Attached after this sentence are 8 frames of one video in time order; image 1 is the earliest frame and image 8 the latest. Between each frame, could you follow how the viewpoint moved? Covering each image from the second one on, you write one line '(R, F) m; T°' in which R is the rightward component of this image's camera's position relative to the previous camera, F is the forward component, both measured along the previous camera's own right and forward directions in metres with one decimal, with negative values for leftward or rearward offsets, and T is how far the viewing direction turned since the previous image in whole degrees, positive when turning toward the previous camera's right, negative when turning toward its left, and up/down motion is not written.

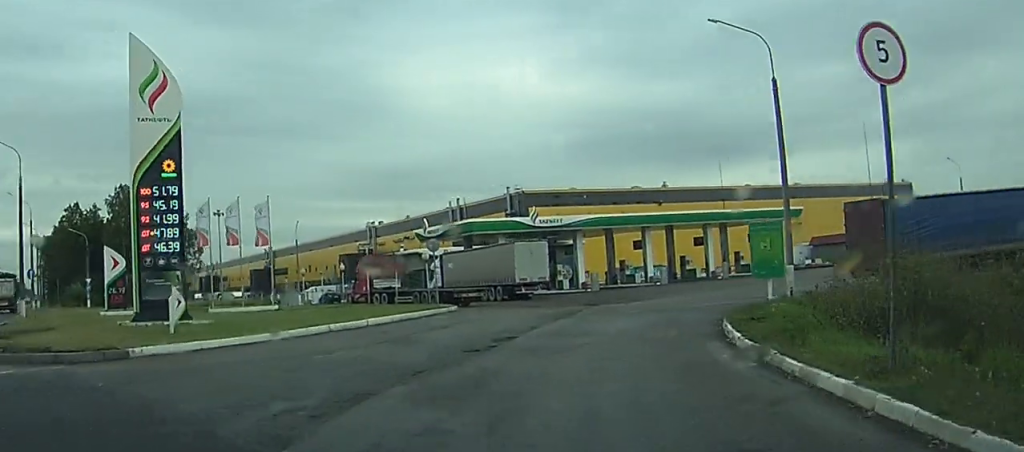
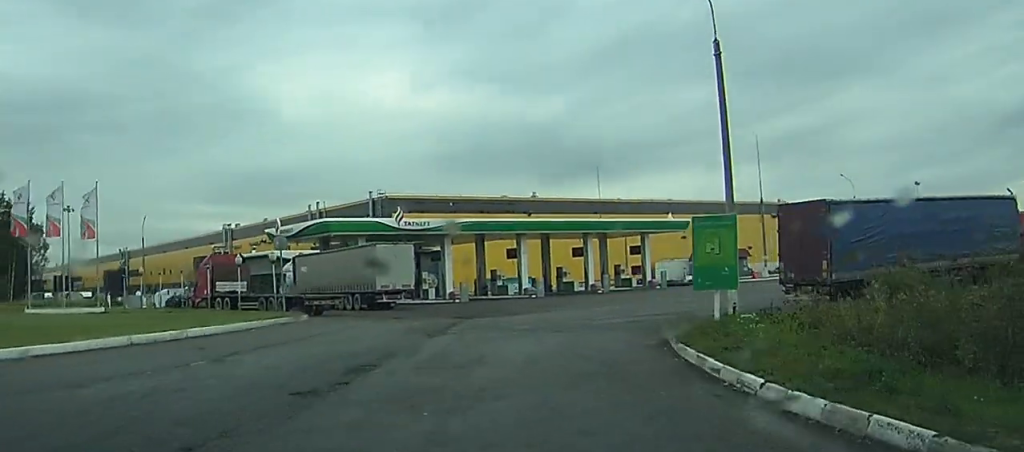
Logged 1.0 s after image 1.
(+0.7, +8.3) m; +10°
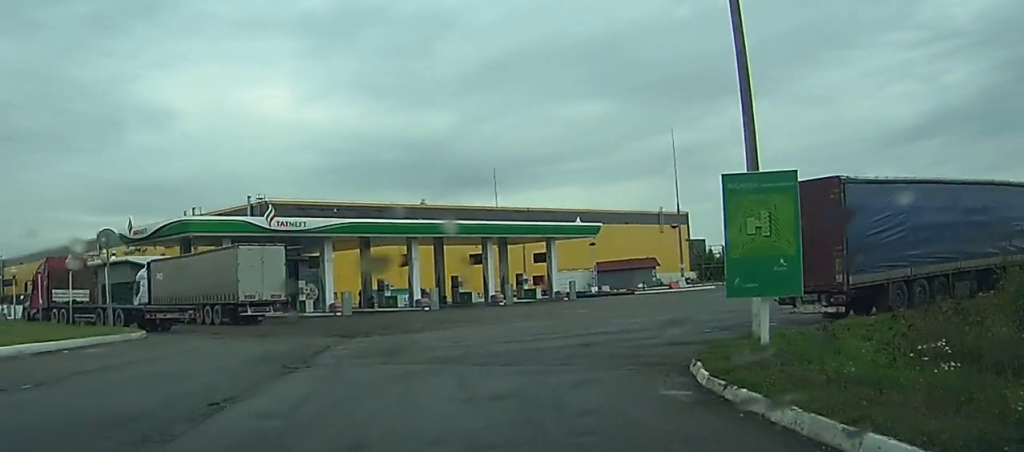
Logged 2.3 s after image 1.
(+0.9, +9.5) m; +10°
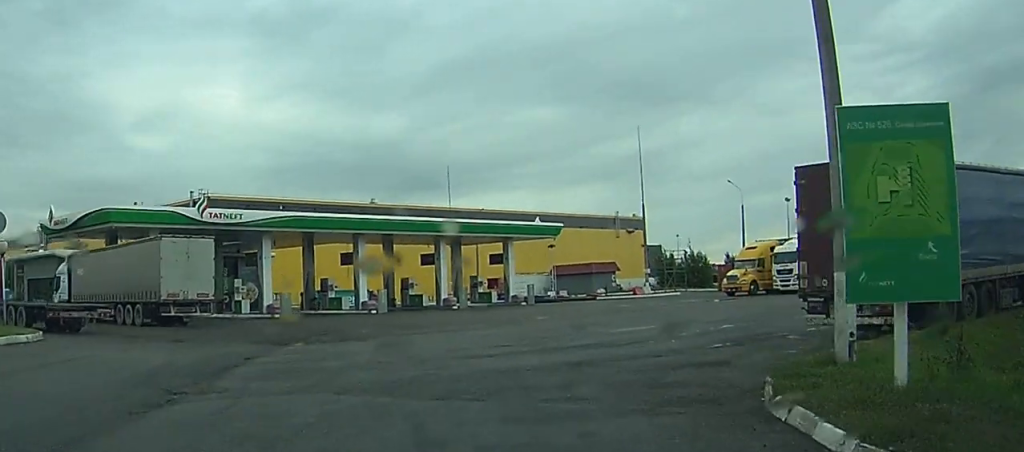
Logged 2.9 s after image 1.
(+0.2, +5.1) m; +4°
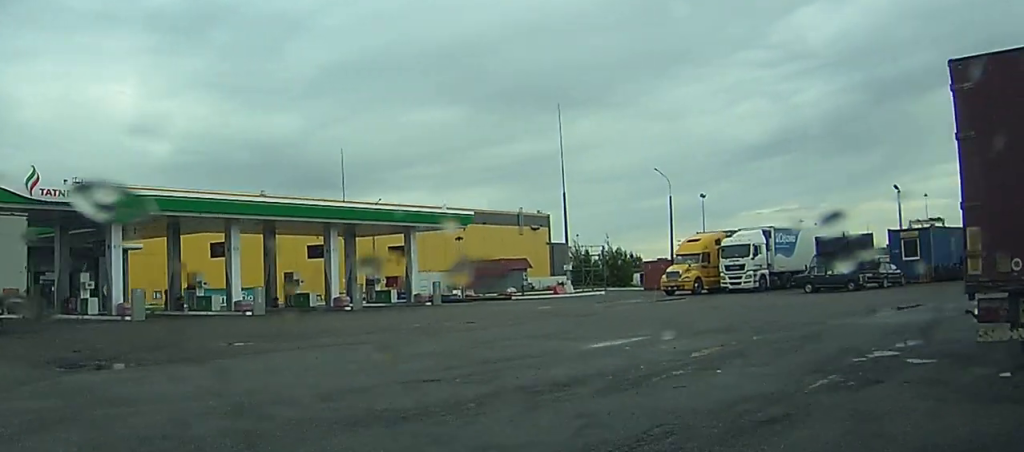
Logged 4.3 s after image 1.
(+0.7, +10.0) m; +7°
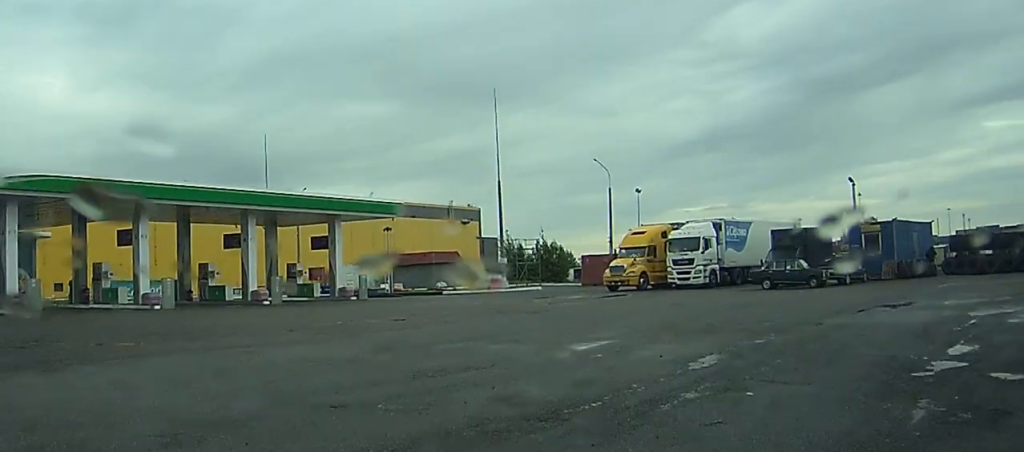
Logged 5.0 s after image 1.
(+0.1, +4.1) m; +2°
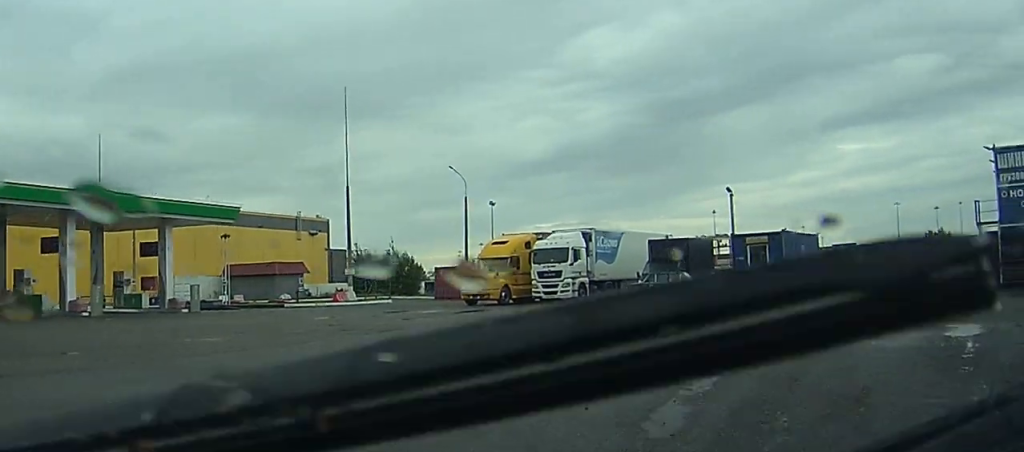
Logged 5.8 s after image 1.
(+0.1, +5.1) m; +5°
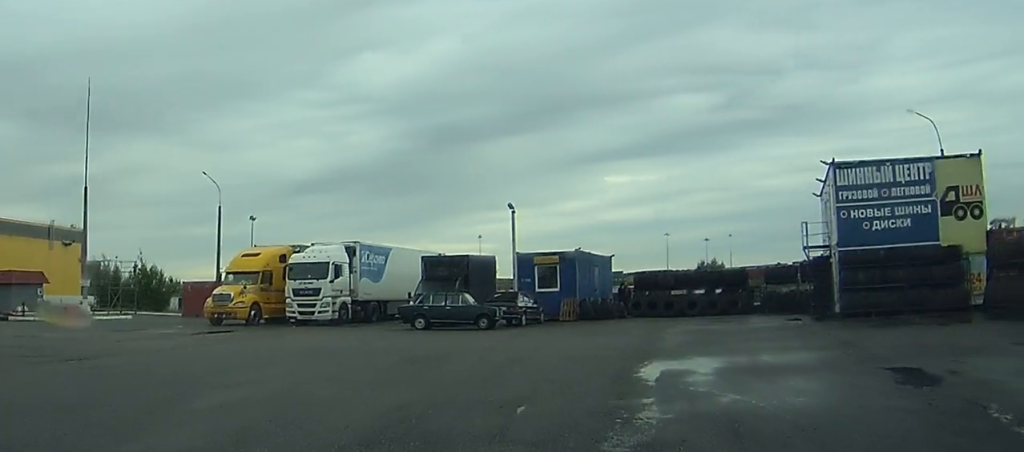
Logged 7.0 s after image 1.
(+0.4, +6.1) m; +16°
